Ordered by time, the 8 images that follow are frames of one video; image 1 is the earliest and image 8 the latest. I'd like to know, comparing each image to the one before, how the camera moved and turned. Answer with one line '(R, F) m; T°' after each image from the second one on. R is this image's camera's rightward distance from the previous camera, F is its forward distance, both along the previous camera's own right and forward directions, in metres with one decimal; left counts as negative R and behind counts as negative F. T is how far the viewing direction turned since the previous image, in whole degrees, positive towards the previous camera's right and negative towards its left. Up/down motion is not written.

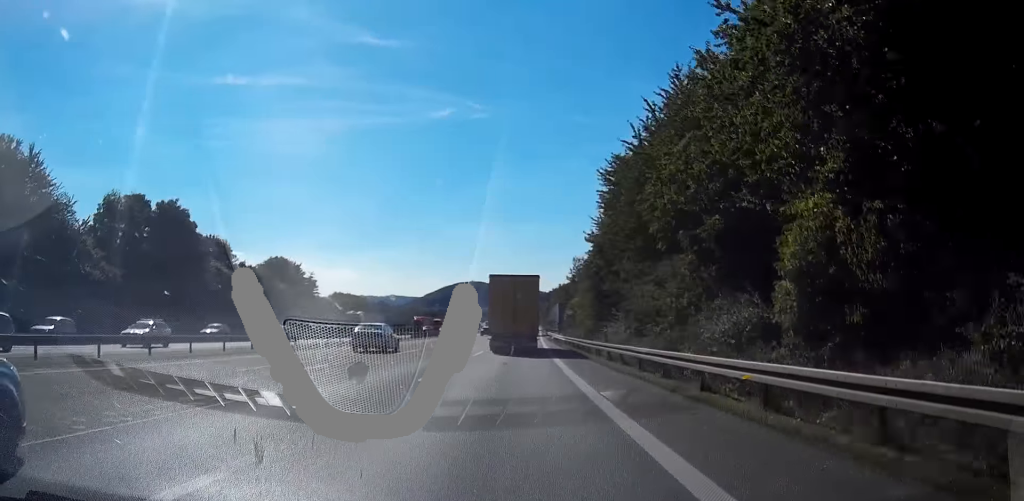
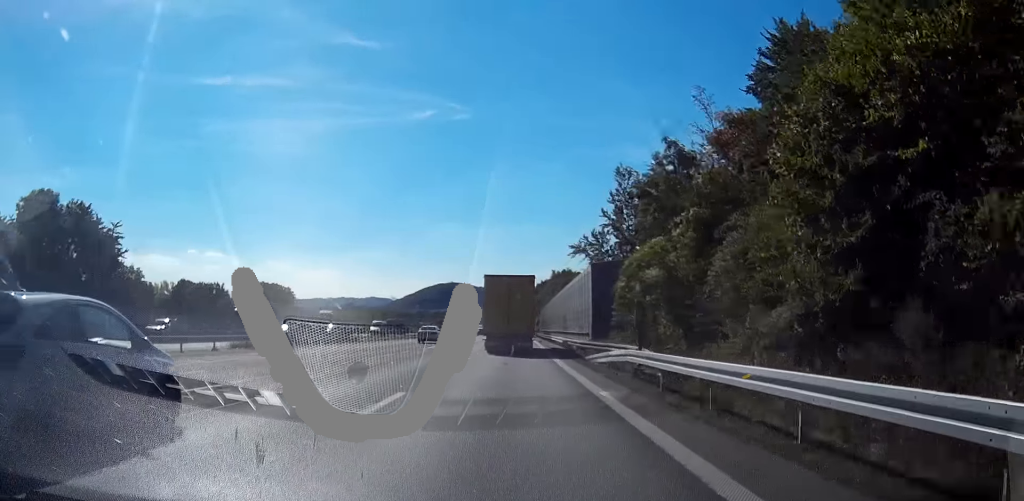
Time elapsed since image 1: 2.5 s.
(+0.4, +63.5) m; +1°
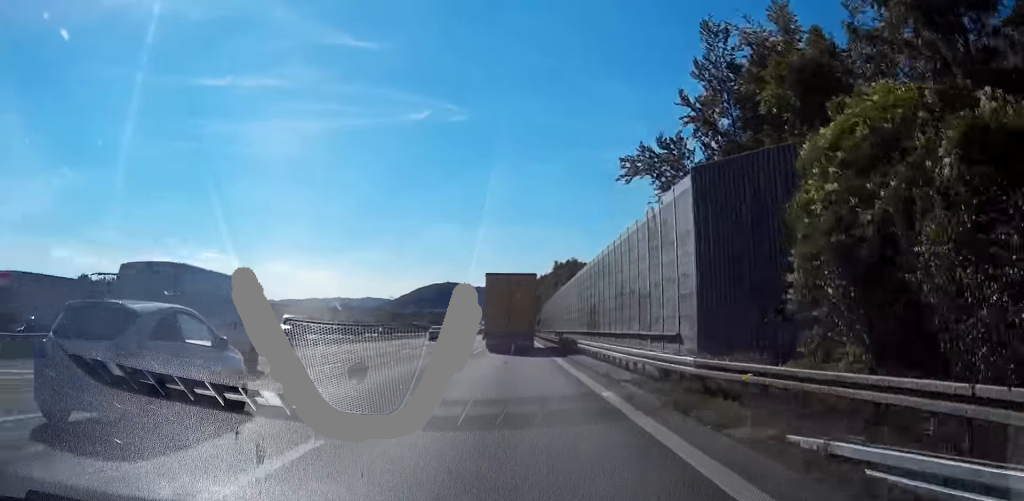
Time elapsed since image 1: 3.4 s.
(+0.1, +24.7) m; 0°
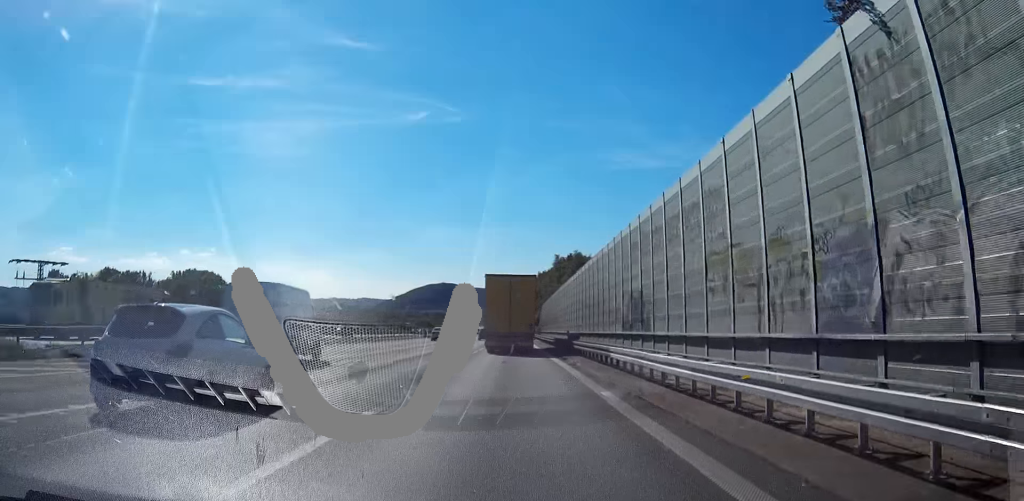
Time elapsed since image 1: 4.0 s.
(0.0, +15.3) m; 0°
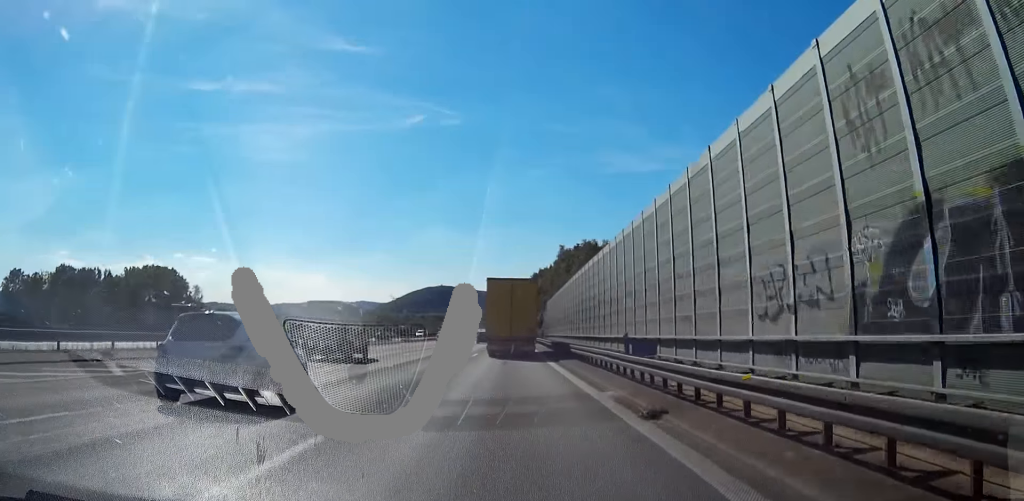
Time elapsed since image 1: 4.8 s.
(-0.1, +19.5) m; 0°
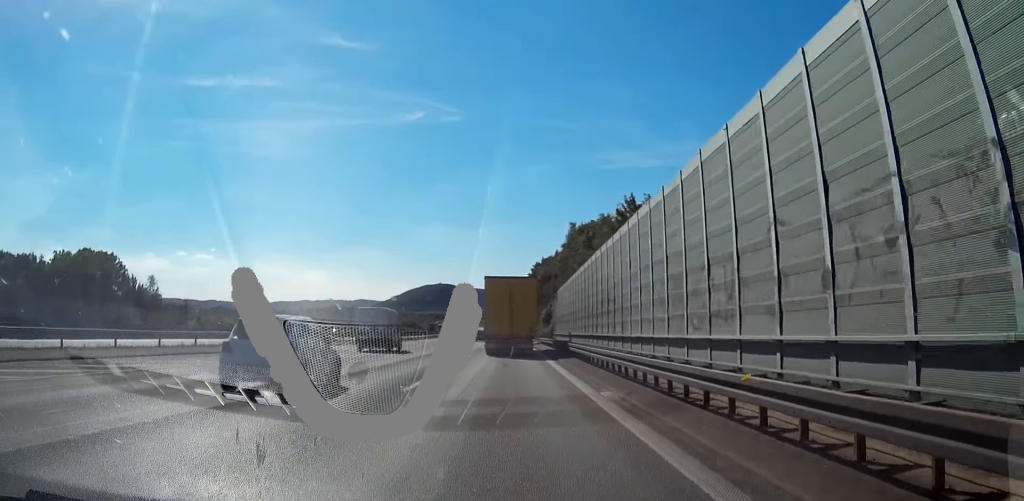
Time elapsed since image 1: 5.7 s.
(0.0, +23.7) m; 0°
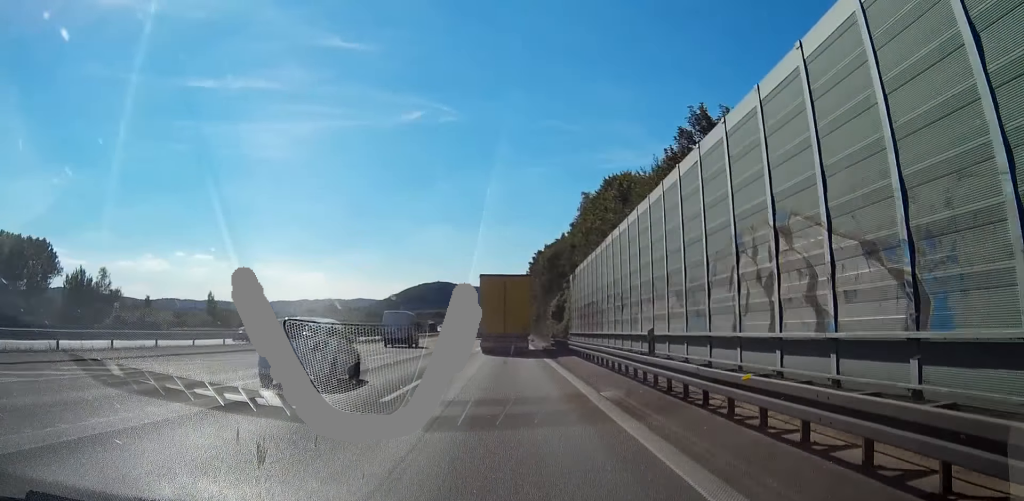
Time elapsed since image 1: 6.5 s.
(0.0, +20.2) m; +1°
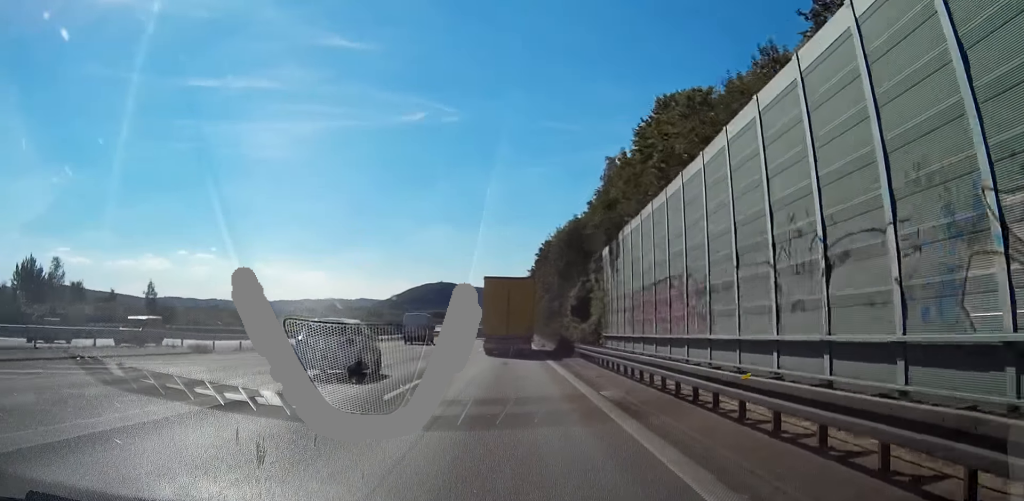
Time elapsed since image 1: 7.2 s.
(+0.3, +17.6) m; +1°
